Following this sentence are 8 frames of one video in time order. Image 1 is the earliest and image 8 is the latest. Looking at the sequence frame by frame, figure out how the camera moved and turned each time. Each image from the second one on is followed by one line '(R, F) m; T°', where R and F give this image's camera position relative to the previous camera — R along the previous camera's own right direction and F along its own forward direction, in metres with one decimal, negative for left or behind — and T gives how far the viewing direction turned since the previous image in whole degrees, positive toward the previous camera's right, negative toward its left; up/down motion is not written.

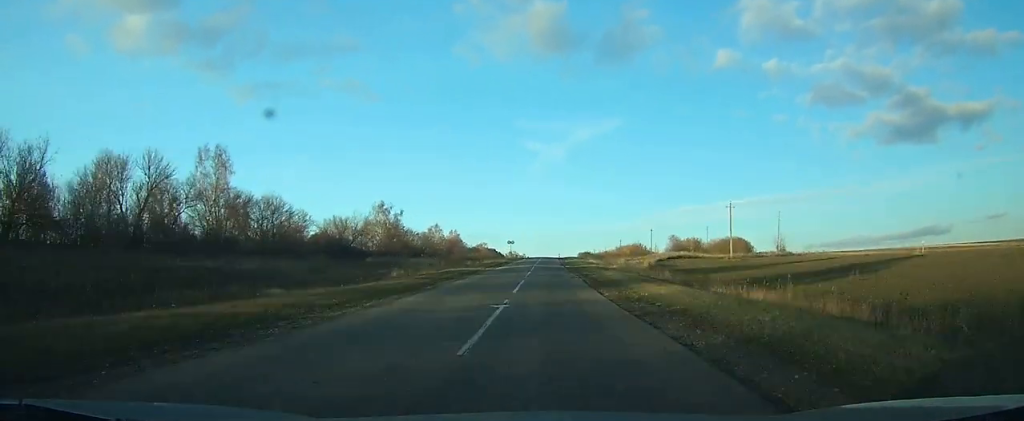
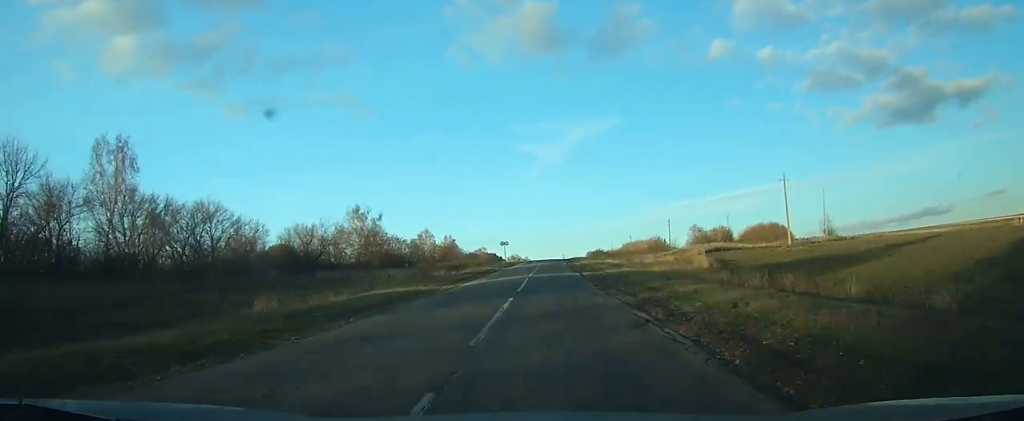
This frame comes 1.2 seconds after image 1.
(0.0, +22.9) m; 0°
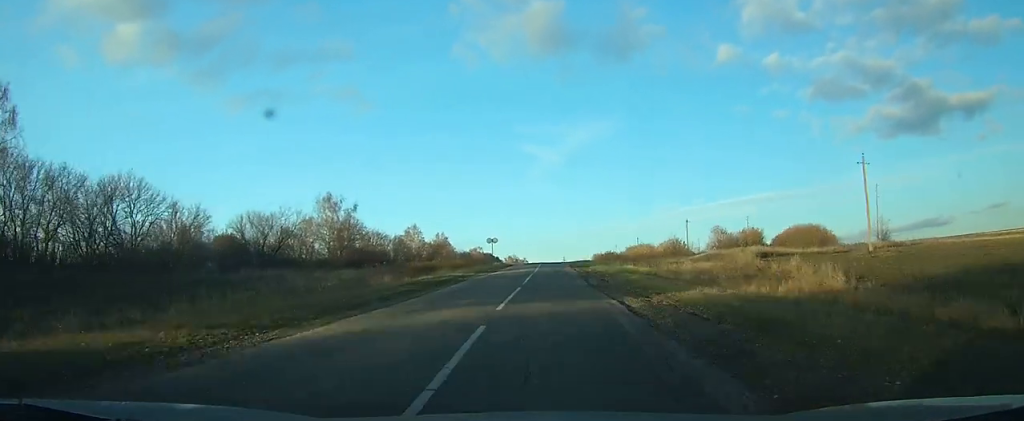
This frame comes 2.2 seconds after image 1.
(0.0, +20.1) m; 0°
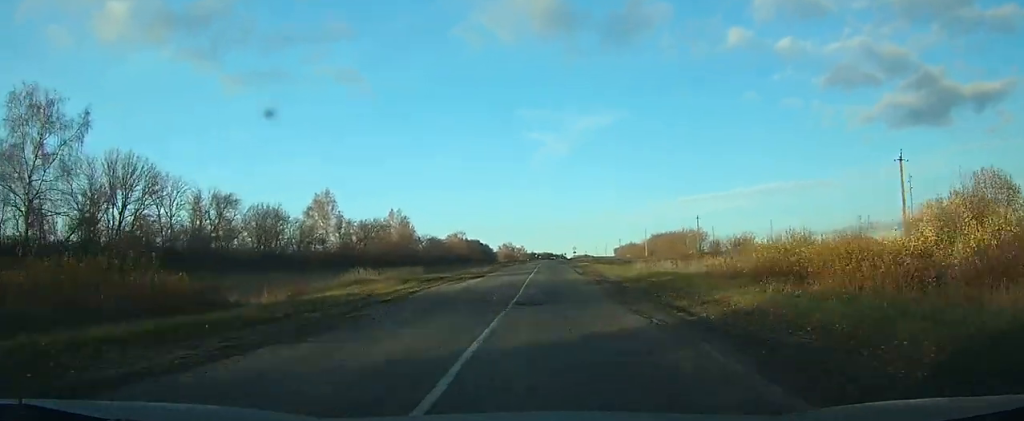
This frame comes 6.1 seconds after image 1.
(0.0, +81.9) m; 0°
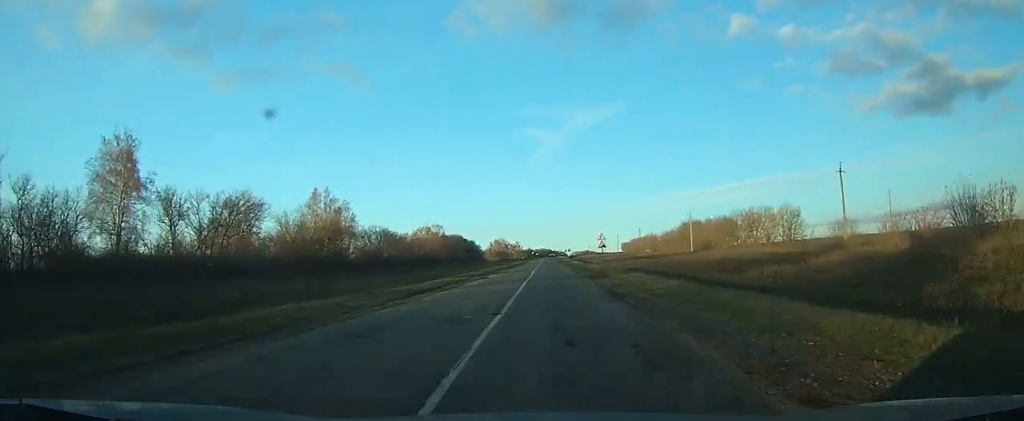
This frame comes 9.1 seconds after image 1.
(+0.1, +60.9) m; 0°
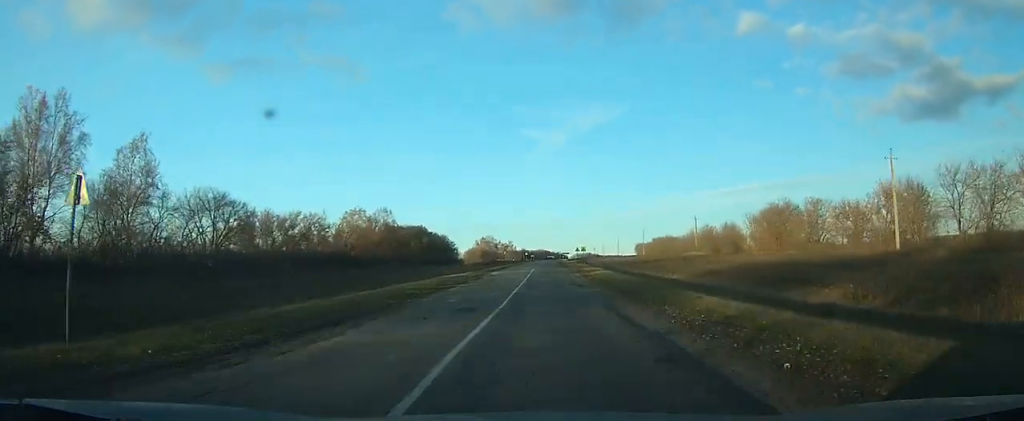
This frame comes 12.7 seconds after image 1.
(-0.5, +81.3) m; 0°
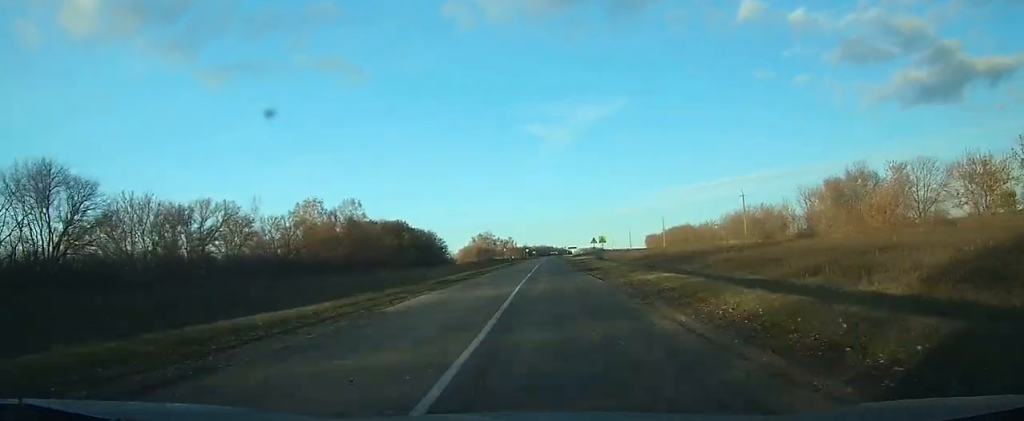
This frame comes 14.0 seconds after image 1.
(+0.1, +31.8) m; 0°
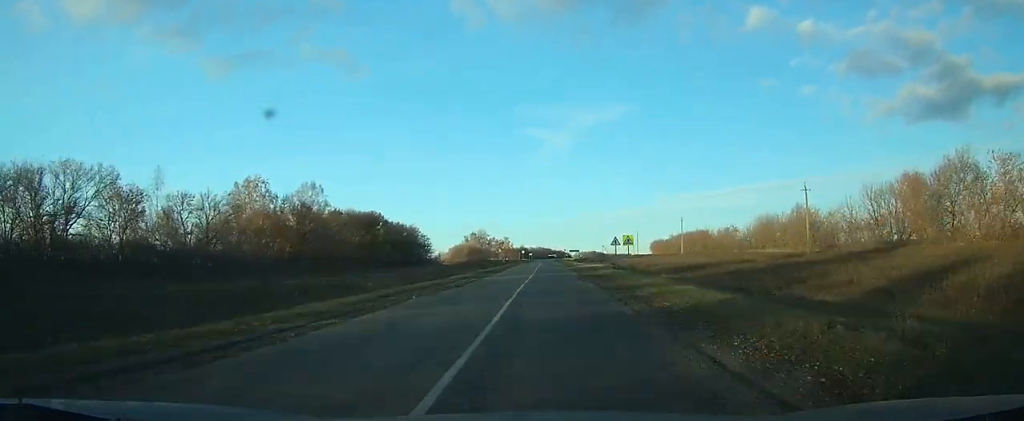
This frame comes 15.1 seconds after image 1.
(0.0, +25.0) m; 0°
